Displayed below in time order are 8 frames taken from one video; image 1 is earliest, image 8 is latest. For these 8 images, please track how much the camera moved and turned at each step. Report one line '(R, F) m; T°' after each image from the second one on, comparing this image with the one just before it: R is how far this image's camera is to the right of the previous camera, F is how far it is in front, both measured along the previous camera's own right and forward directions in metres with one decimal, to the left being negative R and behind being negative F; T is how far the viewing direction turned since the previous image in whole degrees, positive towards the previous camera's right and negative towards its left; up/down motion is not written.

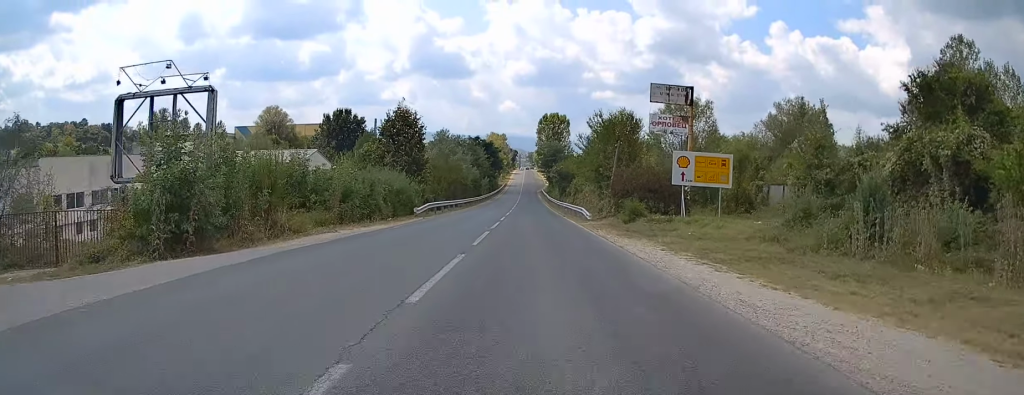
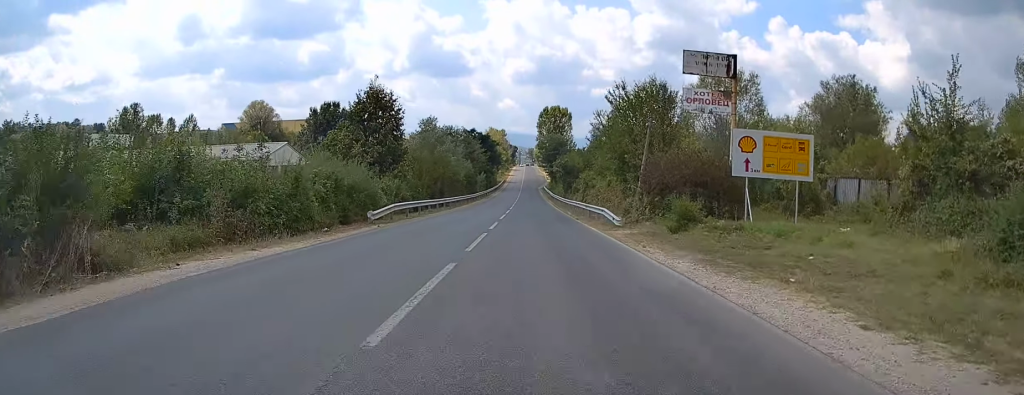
(0.0, +11.1) m; 0°
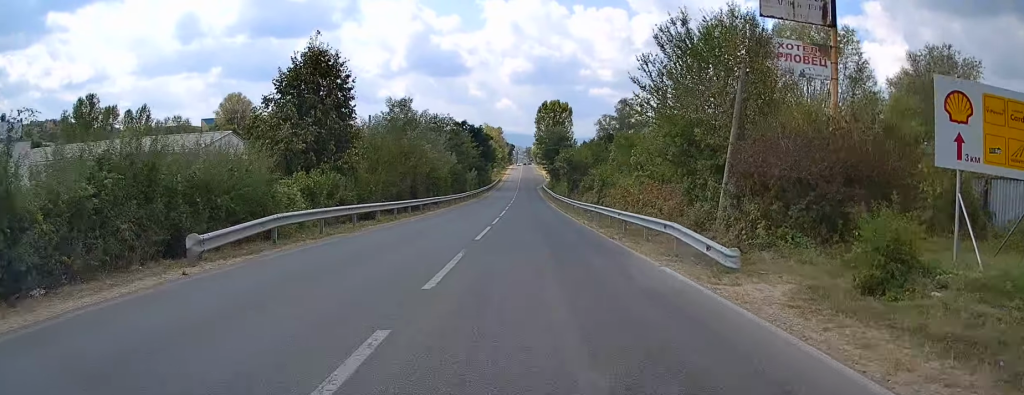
(0.0, +14.2) m; 0°
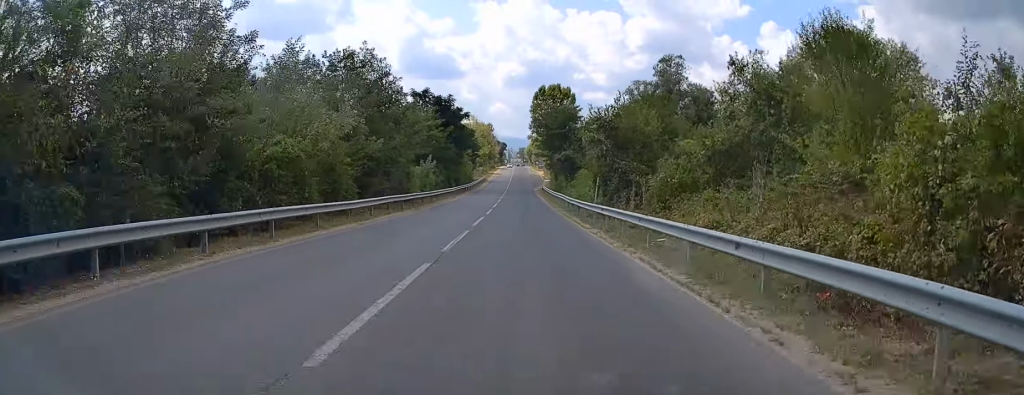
(0.0, +38.0) m; 0°
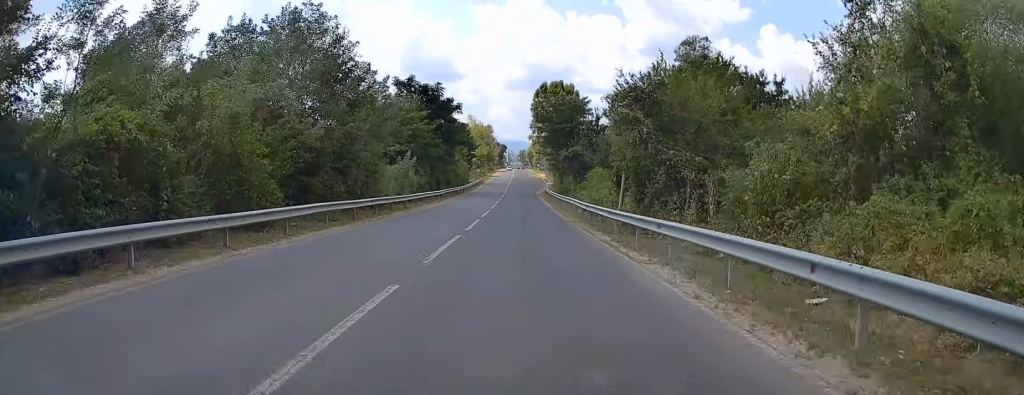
(0.0, +10.6) m; 0°
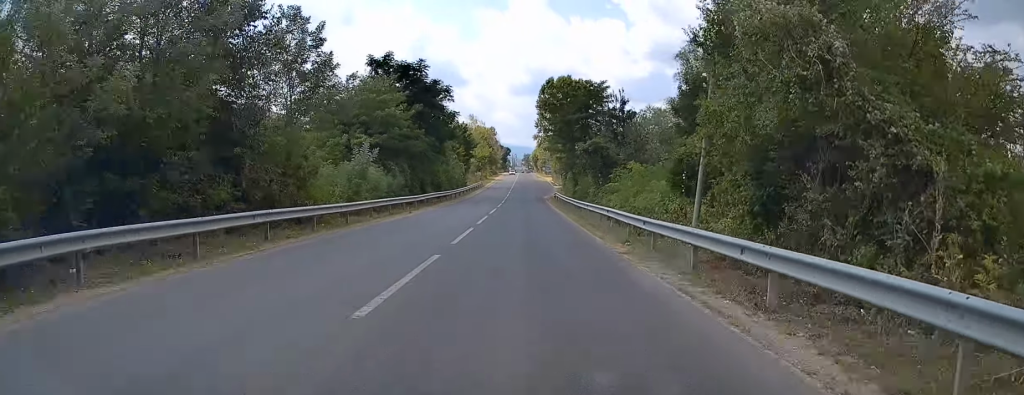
(0.0, +13.4) m; 0°
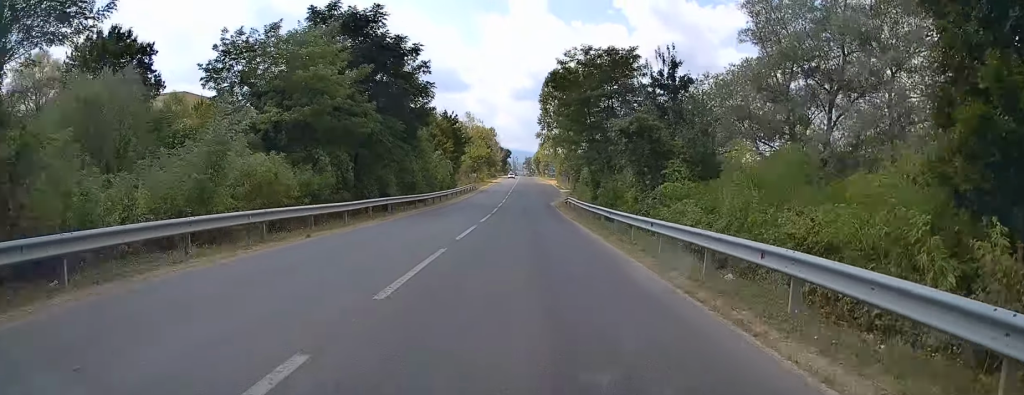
(0.0, +16.3) m; 0°
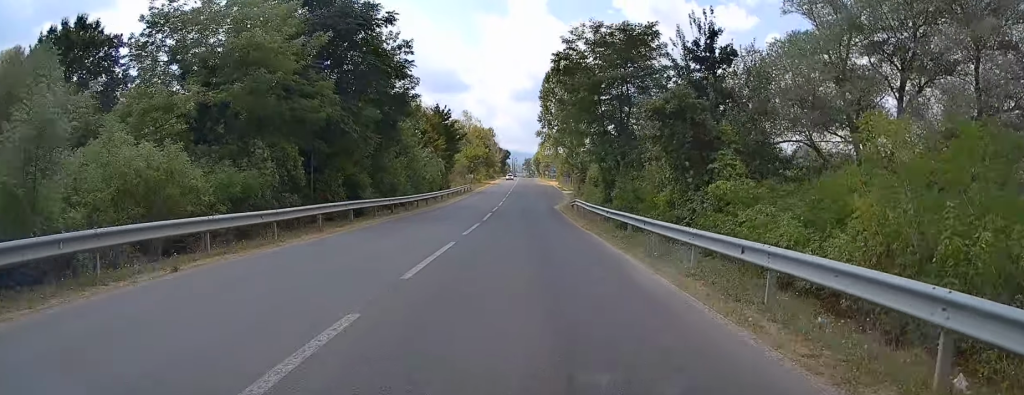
(0.0, +7.1) m; 0°
